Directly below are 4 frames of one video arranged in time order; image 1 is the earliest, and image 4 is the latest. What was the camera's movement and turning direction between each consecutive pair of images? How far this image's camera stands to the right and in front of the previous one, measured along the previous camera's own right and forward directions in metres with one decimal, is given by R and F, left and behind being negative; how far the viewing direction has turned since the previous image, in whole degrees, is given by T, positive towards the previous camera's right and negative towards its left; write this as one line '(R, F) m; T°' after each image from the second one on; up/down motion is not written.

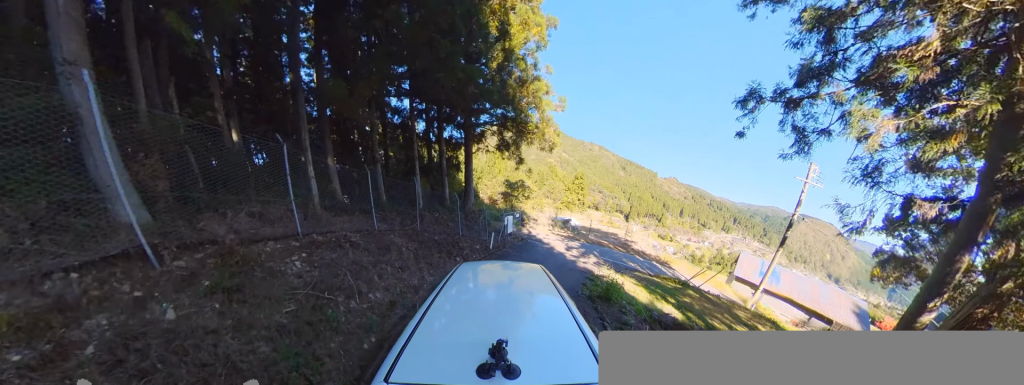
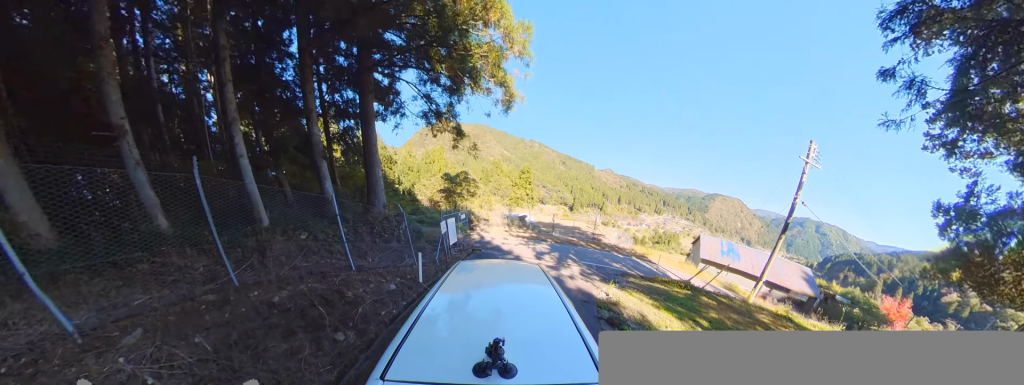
(+1.2, +5.0) m; +7°
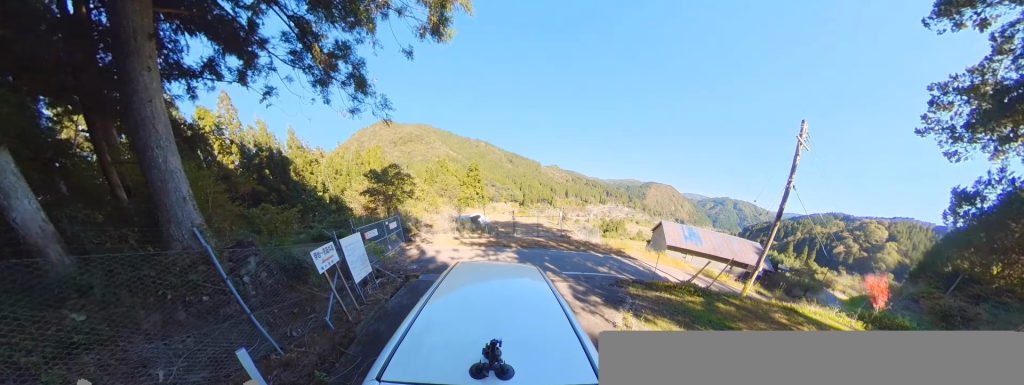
(+0.1, +3.1) m; +29°
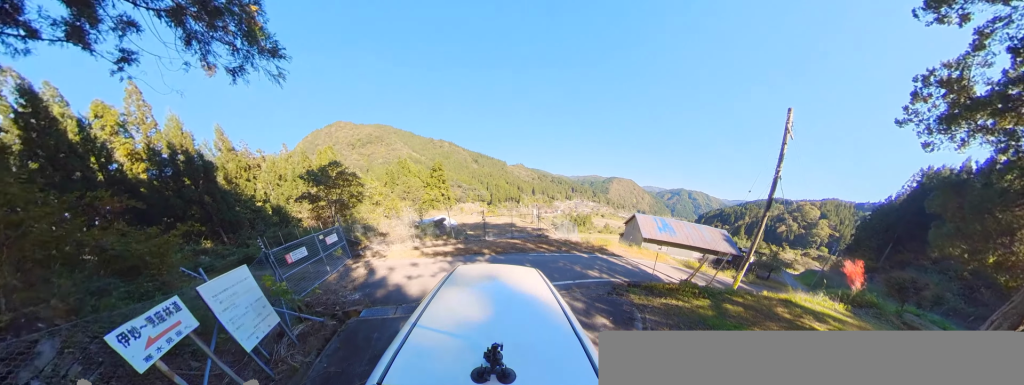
(+0.9, +2.3) m; +27°
